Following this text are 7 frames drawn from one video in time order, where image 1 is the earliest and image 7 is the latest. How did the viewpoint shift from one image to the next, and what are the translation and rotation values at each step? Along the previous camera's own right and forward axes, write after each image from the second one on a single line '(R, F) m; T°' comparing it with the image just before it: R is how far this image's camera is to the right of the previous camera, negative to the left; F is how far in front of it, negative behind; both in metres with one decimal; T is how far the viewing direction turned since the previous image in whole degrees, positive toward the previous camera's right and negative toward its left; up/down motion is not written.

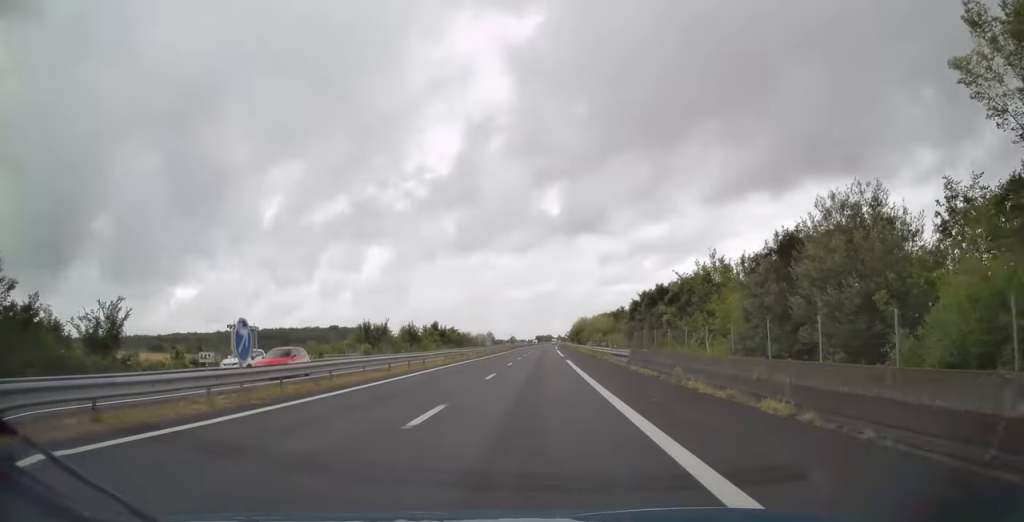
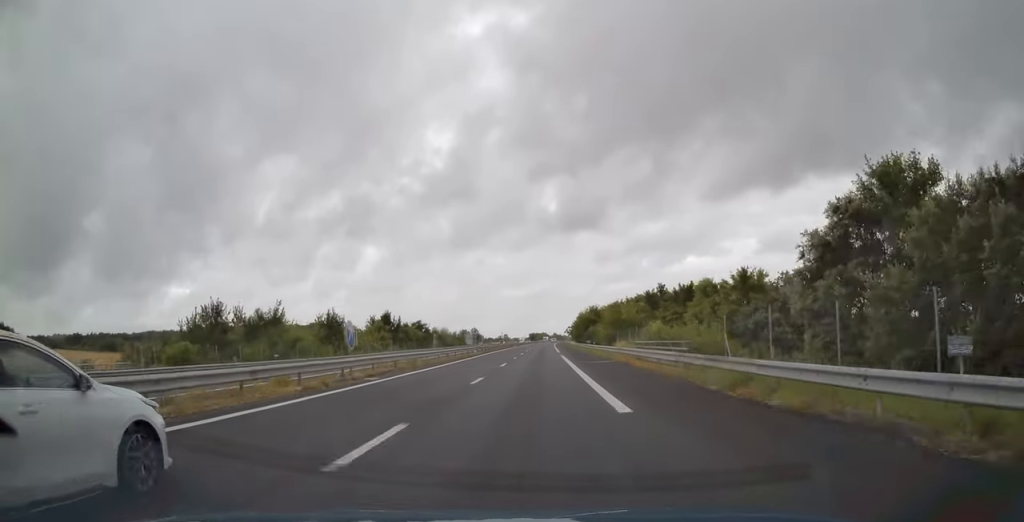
(+0.3, +42.5) m; +1°
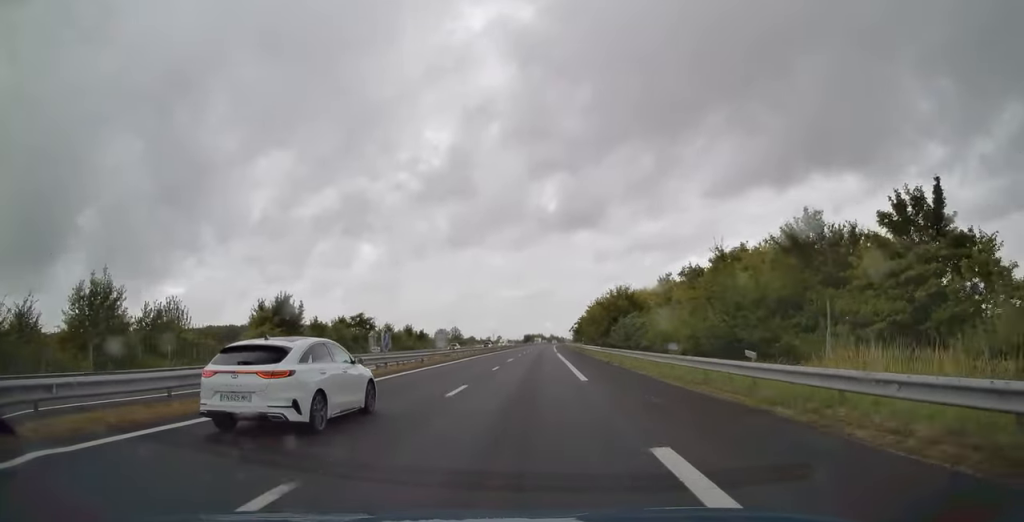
(-0.1, +42.9) m; 0°
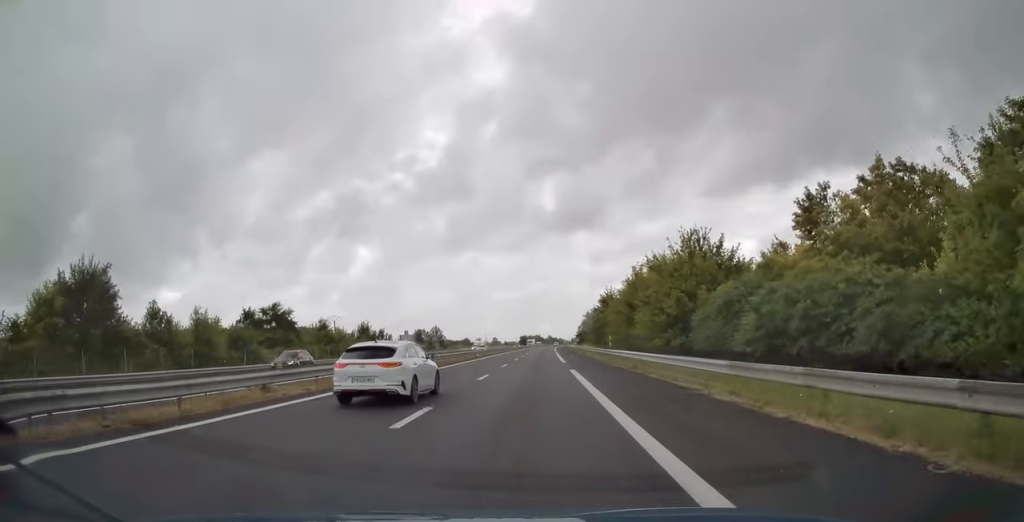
(+0.1, +31.6) m; 0°
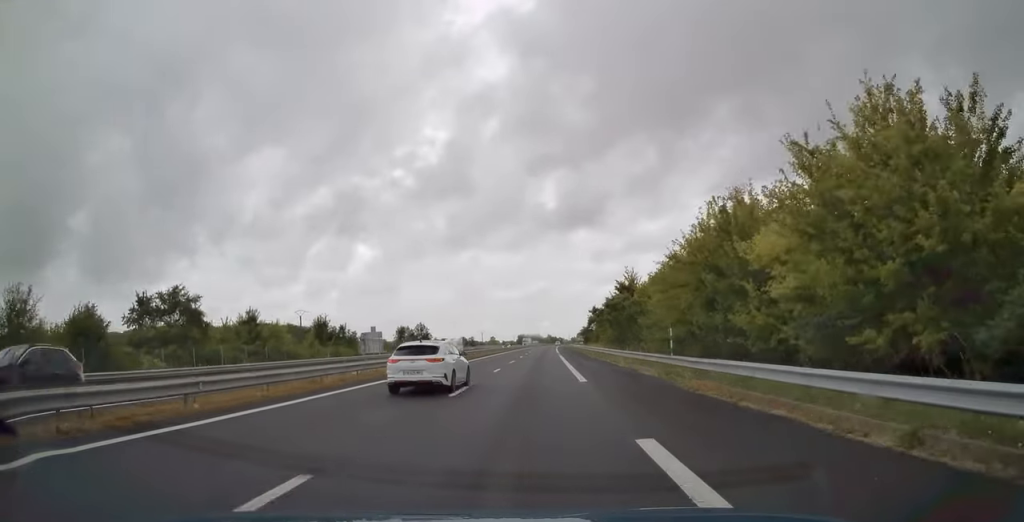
(0.0, +19.8) m; 0°
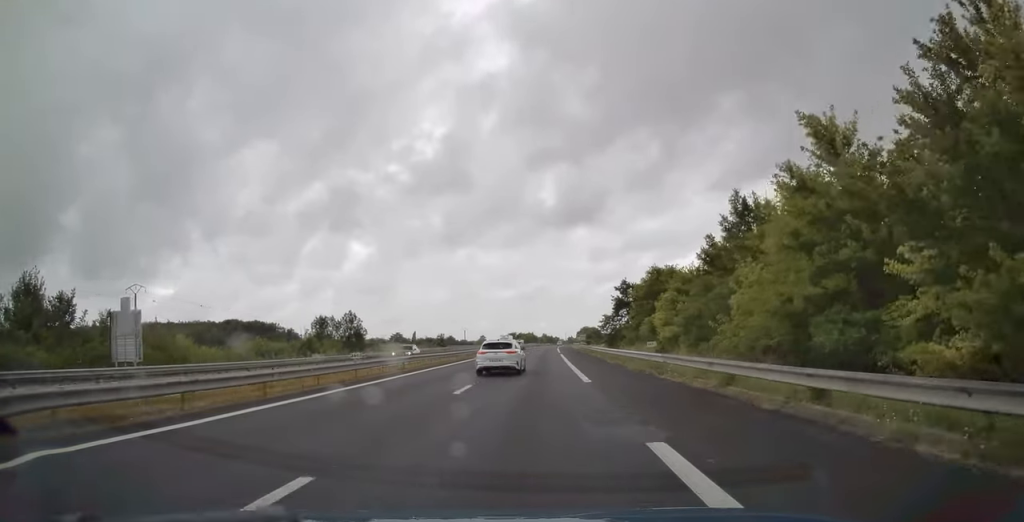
(+0.3, +52.1) m; 0°
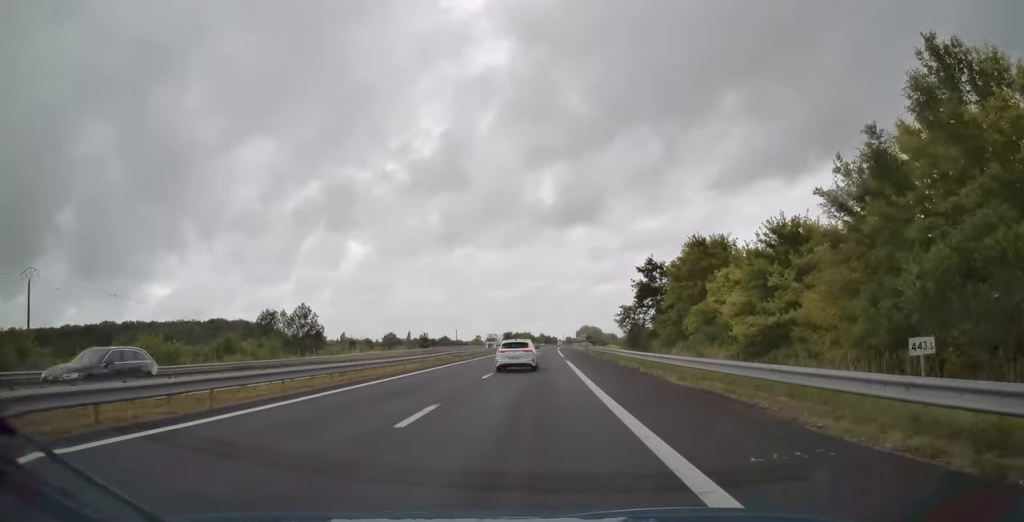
(-0.1, +18.8) m; 0°
